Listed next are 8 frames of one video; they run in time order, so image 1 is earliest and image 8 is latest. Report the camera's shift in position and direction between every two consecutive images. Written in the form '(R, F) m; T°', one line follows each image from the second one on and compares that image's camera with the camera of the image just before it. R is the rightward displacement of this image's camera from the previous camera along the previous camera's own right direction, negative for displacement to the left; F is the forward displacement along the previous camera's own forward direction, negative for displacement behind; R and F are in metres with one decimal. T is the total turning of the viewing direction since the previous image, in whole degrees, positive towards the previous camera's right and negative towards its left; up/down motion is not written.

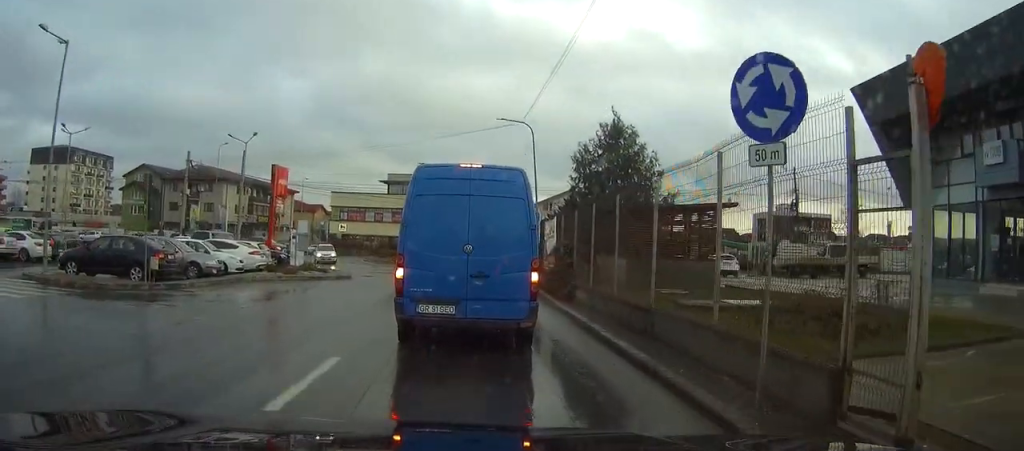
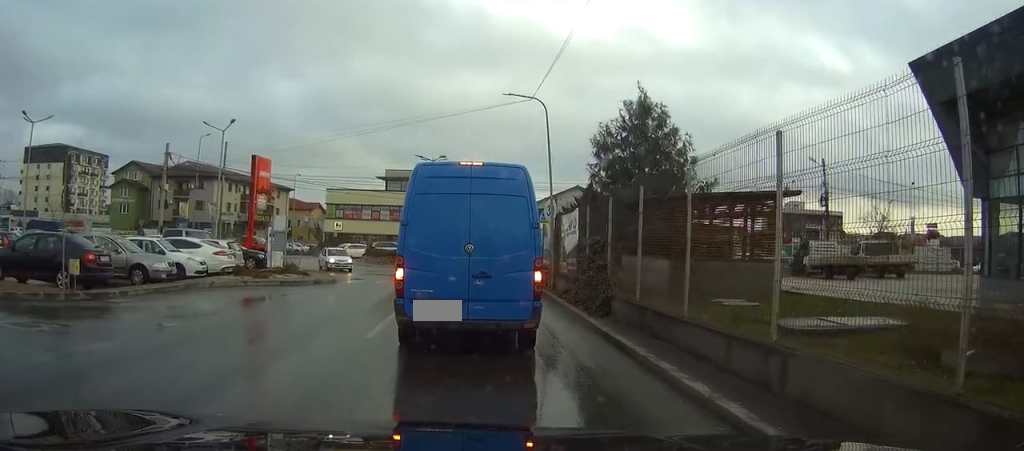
(+0.2, +5.0) m; +4°
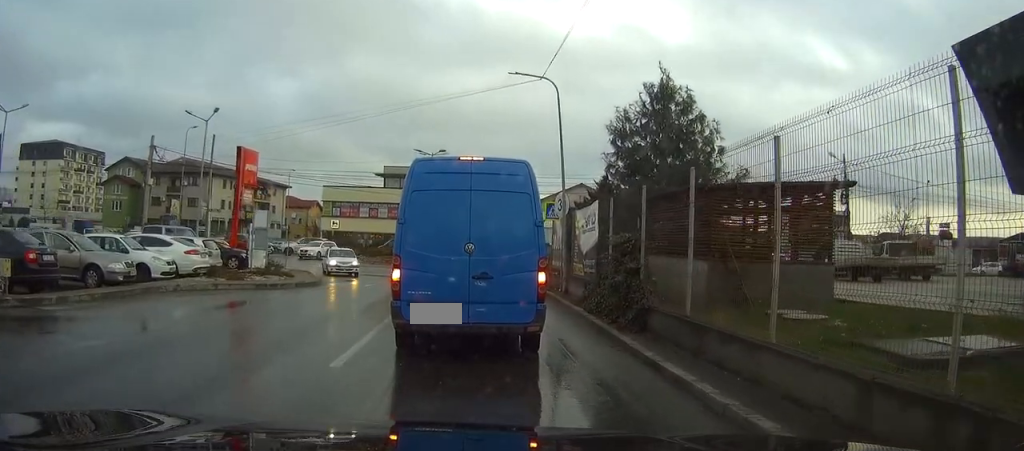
(+0.1, +3.1) m; 0°
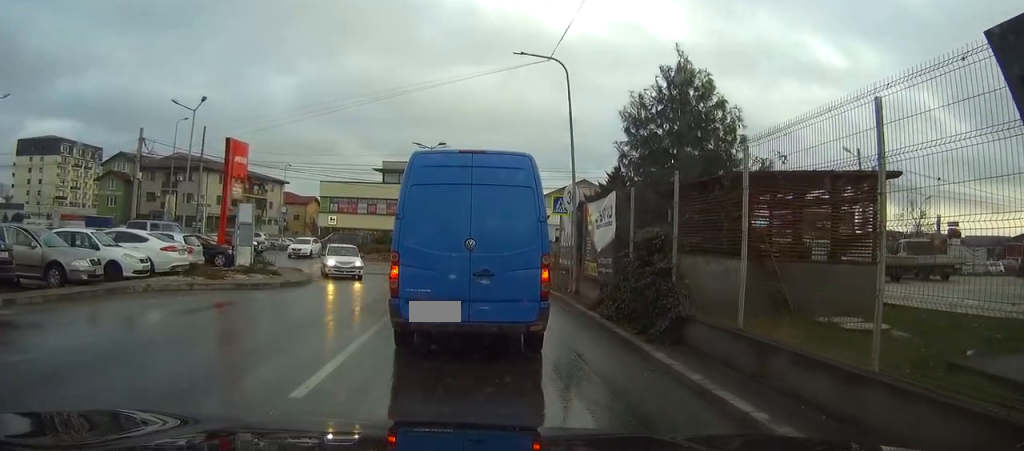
(0.0, +2.1) m; -3°
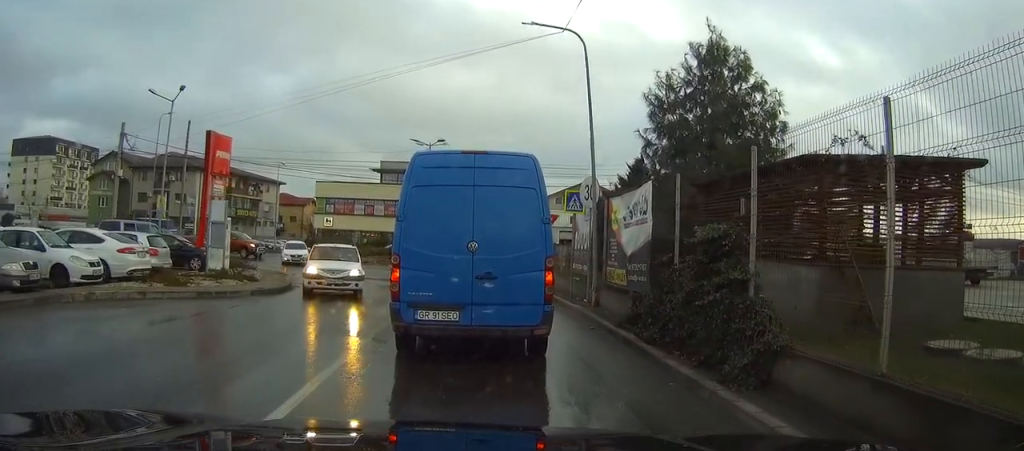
(-0.3, +3.0) m; -6°
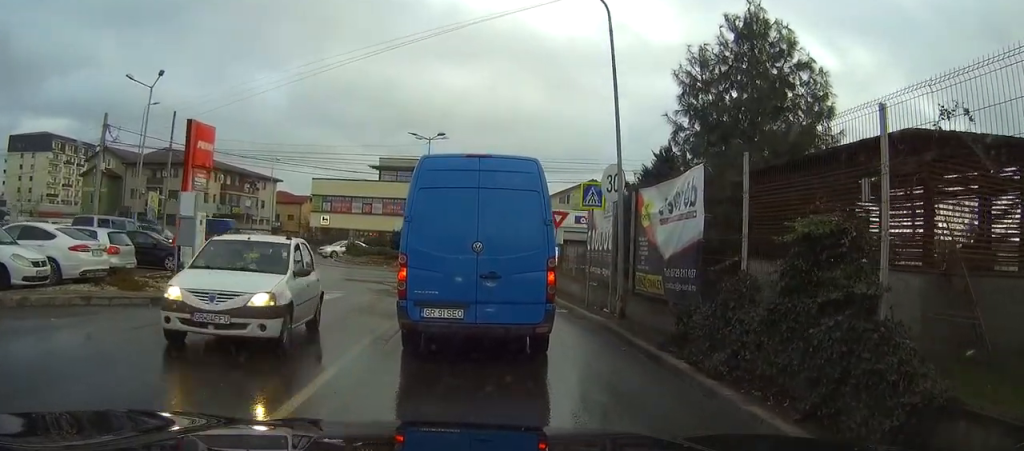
(0.0, +2.6) m; +2°
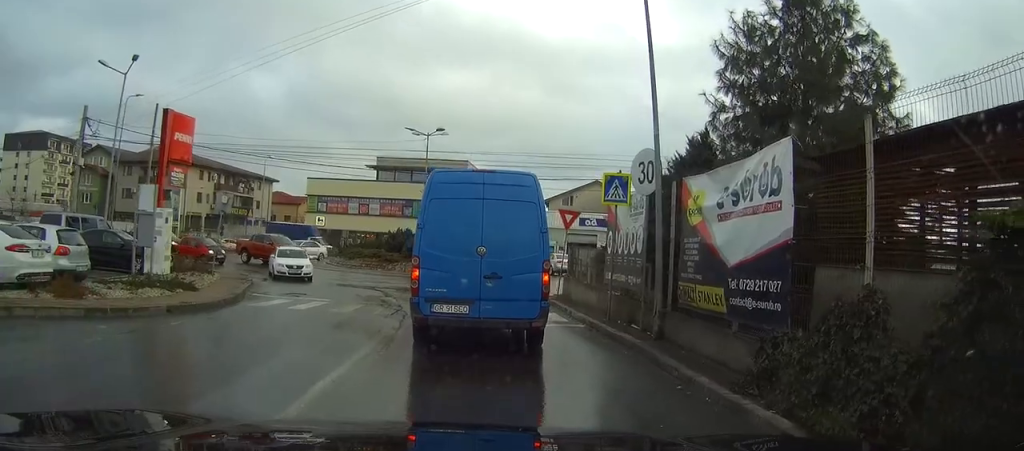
(+0.1, +2.8) m; +3°
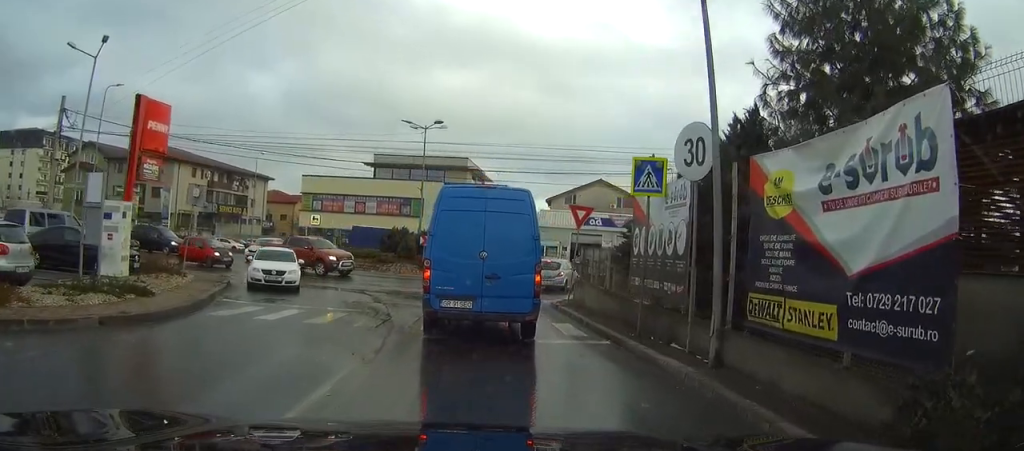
(0.0, +2.7) m; -4°
